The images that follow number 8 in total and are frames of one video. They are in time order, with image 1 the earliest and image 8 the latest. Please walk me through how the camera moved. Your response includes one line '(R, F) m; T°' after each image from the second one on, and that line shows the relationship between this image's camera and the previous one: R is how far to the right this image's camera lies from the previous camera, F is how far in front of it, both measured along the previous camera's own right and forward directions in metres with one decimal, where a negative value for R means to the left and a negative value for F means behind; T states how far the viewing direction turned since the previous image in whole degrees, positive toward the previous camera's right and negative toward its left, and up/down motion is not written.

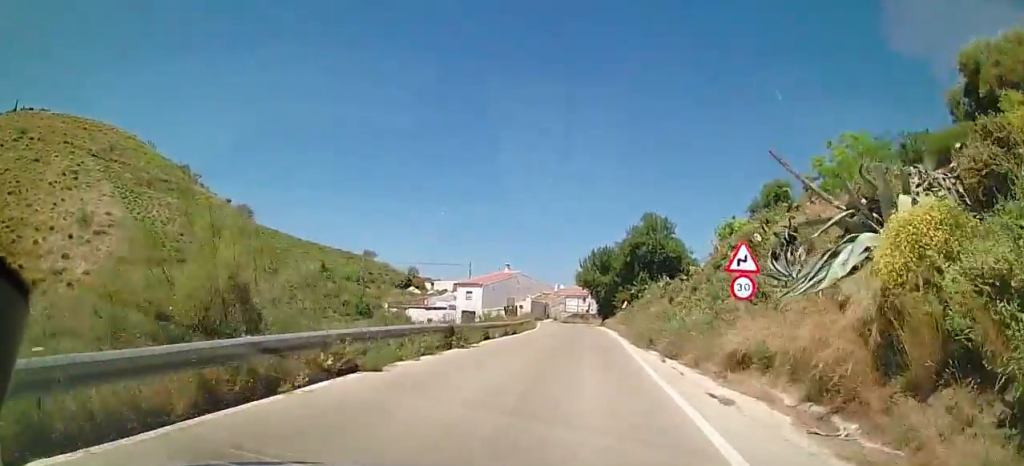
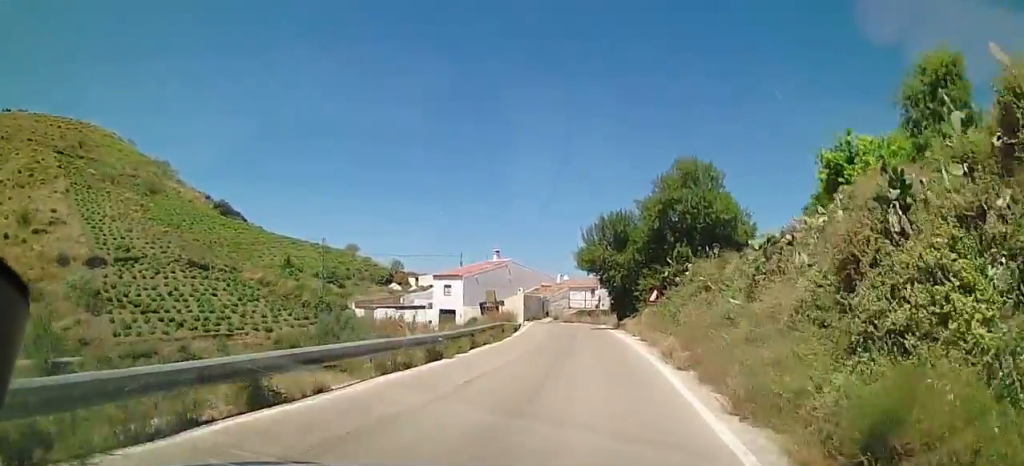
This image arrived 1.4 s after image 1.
(+0.3, +17.1) m; -1°
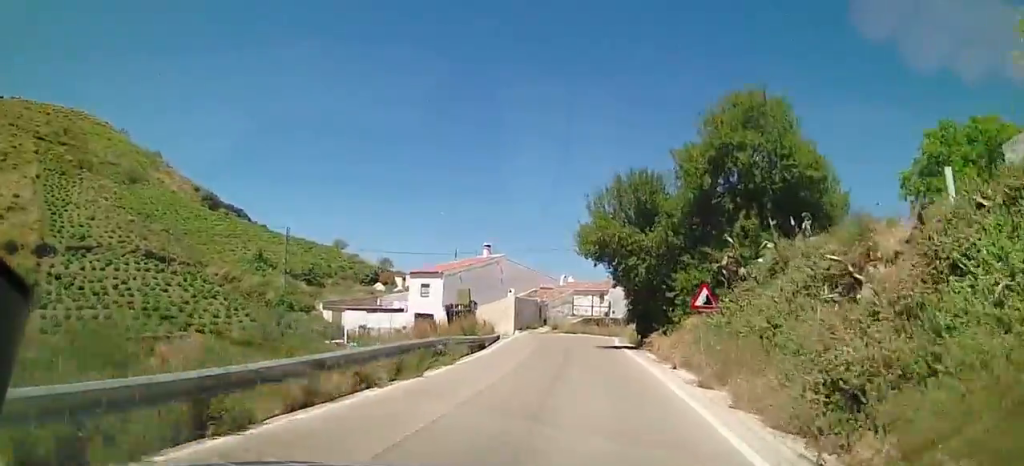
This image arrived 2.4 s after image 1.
(-0.5, +11.7) m; 0°
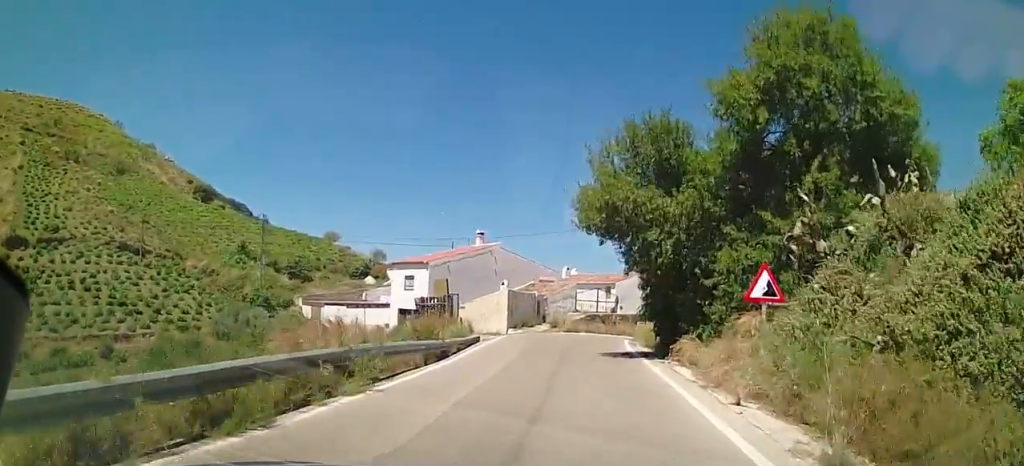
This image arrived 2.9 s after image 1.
(+0.3, +6.0) m; 0°
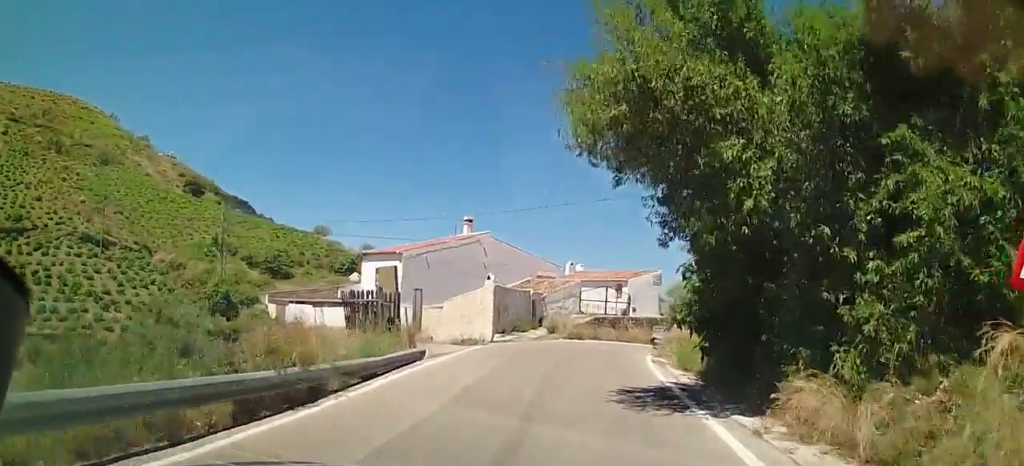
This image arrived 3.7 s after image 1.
(0.0, +8.0) m; -1°
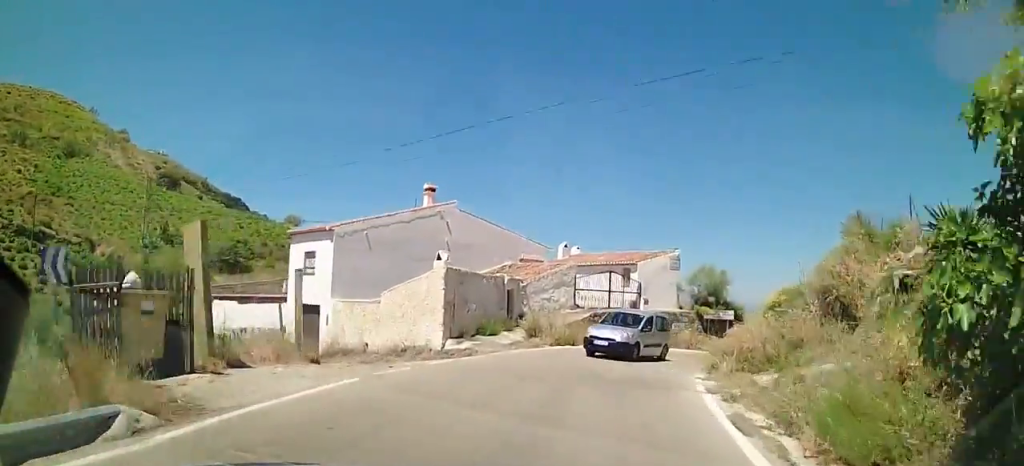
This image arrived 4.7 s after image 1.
(-0.4, +10.7) m; +2°
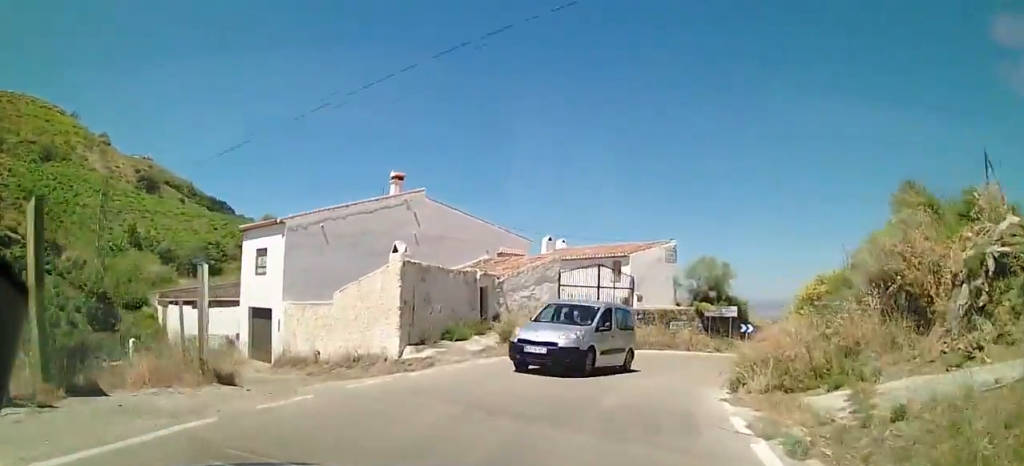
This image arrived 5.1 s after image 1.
(-0.2, +4.2) m; +5°
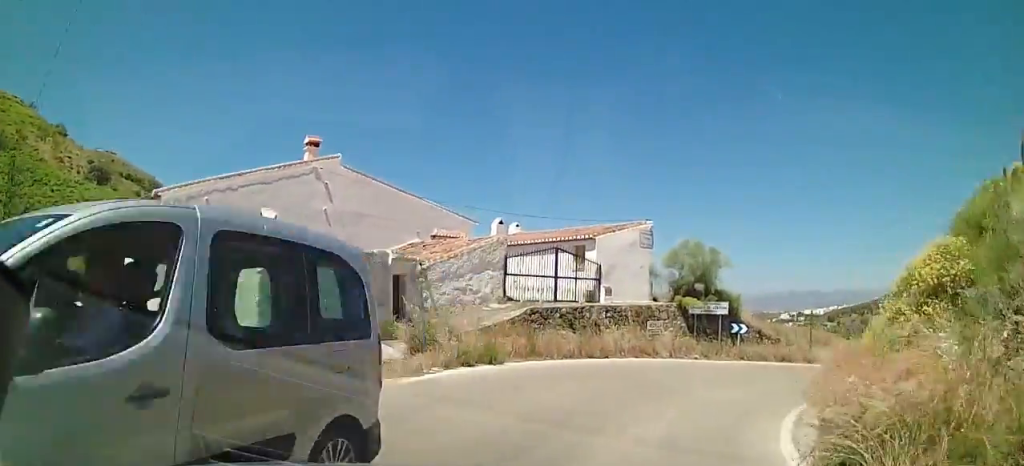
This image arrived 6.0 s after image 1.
(+1.0, +7.4) m; +10°
